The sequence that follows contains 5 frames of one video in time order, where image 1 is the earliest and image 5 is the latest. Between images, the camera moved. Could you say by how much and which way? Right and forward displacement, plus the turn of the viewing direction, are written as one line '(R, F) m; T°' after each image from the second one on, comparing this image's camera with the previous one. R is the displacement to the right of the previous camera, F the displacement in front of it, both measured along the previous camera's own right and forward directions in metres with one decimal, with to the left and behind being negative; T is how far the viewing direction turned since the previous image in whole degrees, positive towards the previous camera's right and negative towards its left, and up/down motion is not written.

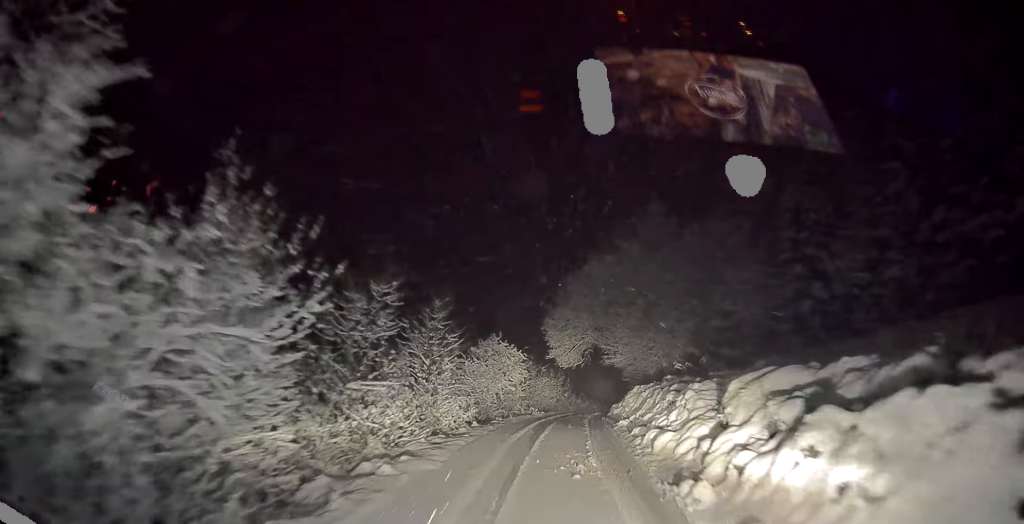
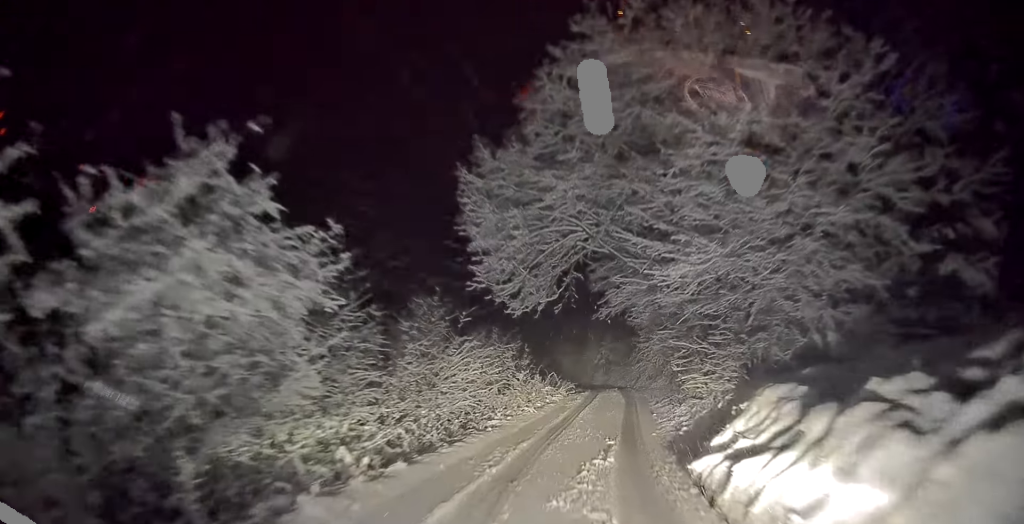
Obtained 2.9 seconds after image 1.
(+1.7, +22.6) m; +8°
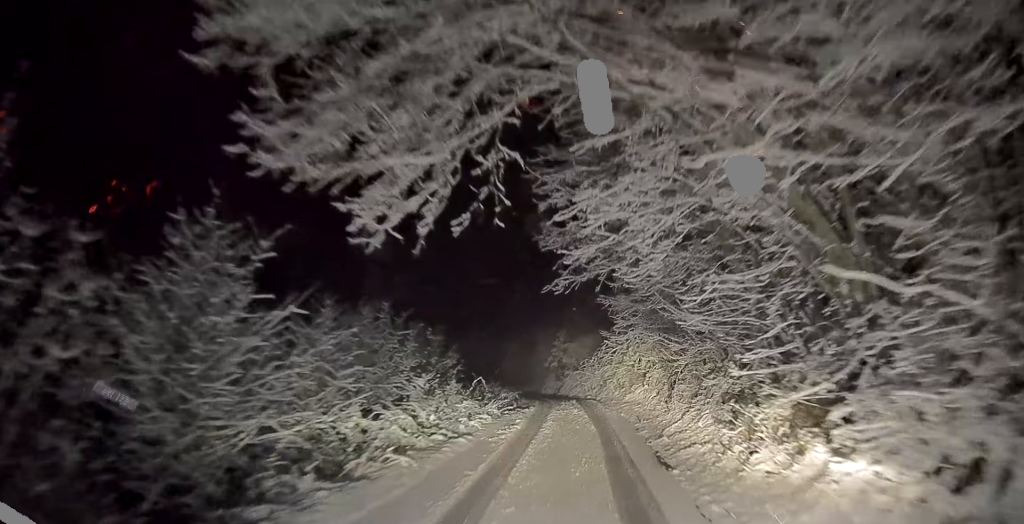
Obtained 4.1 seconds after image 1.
(+0.2, +9.0) m; +3°
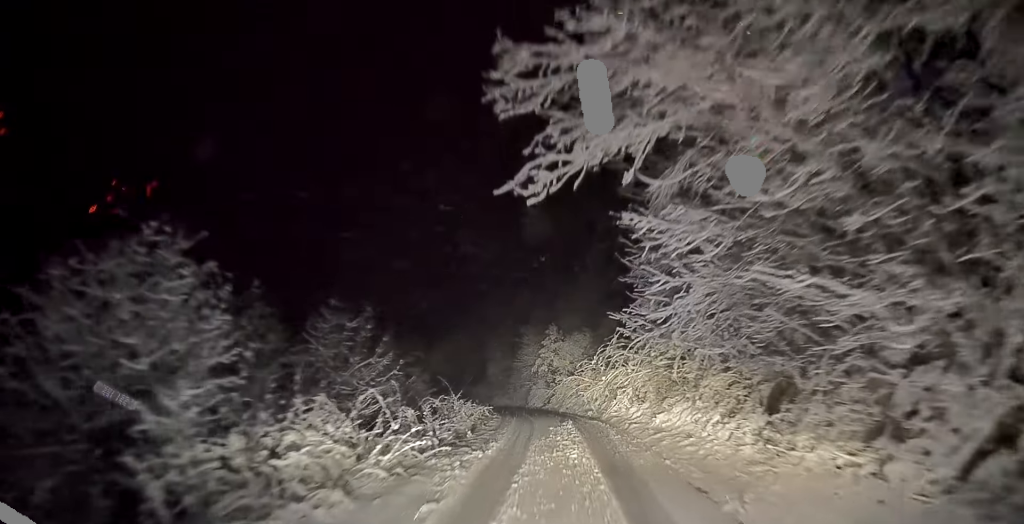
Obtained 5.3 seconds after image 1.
(+0.2, +8.4) m; +1°
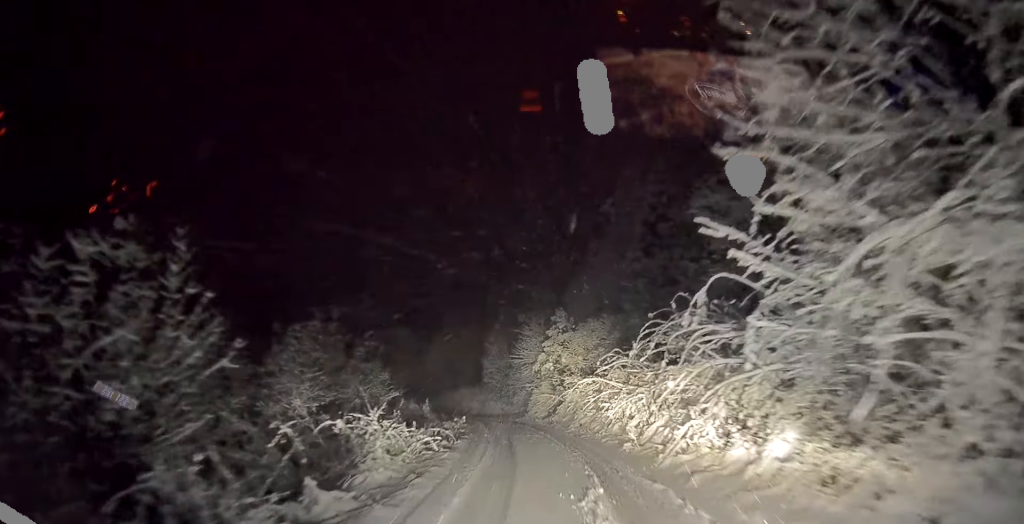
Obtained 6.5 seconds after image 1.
(-0.1, +9.1) m; -4°
